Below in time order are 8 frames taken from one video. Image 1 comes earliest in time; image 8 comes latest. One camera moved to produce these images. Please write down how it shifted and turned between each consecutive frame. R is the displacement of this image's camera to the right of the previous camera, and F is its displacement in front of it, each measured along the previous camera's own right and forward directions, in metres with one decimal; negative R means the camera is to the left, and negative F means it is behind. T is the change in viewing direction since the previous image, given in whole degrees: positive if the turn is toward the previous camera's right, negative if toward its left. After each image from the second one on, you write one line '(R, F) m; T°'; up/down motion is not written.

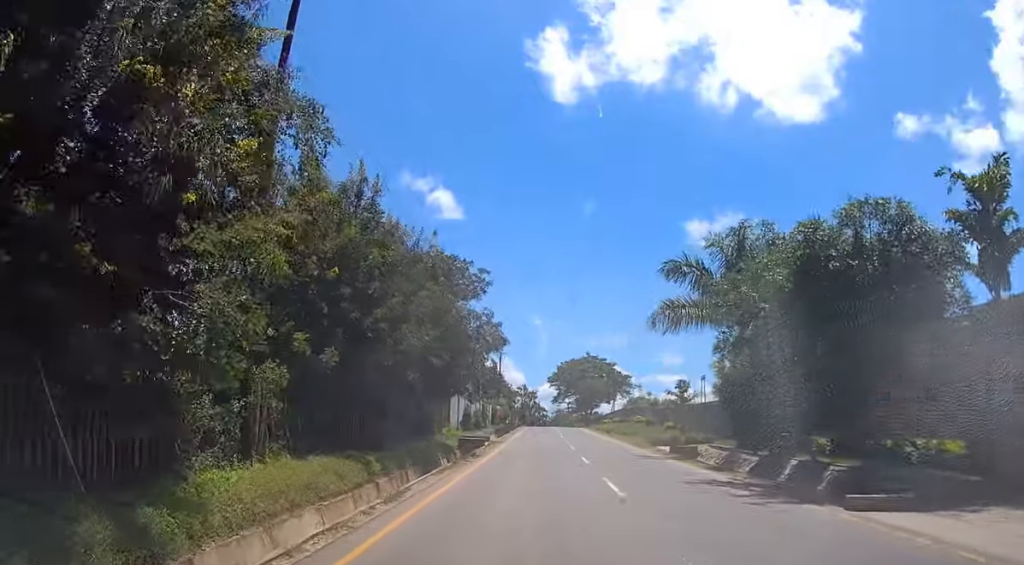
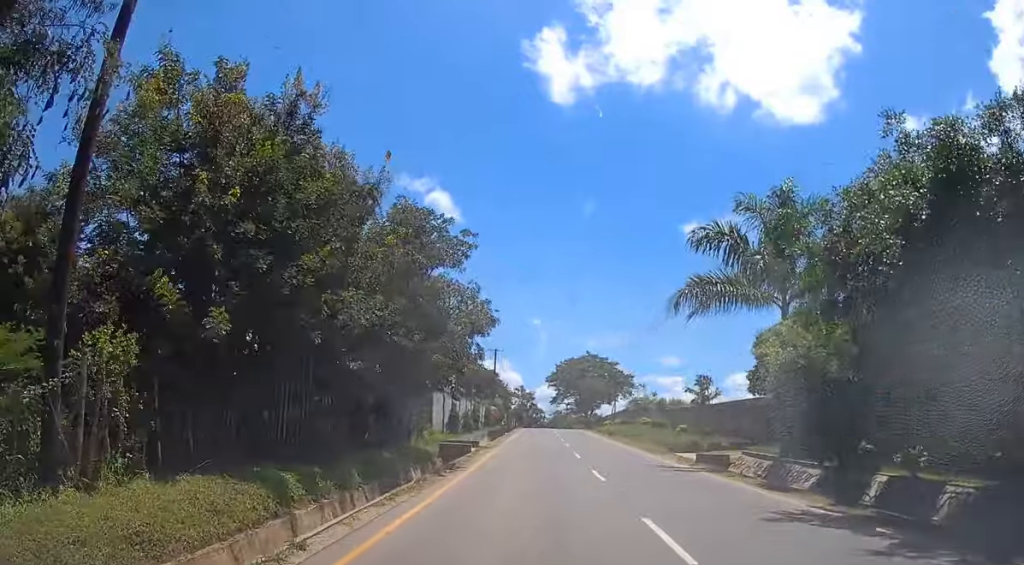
(0.0, +5.7) m; 0°
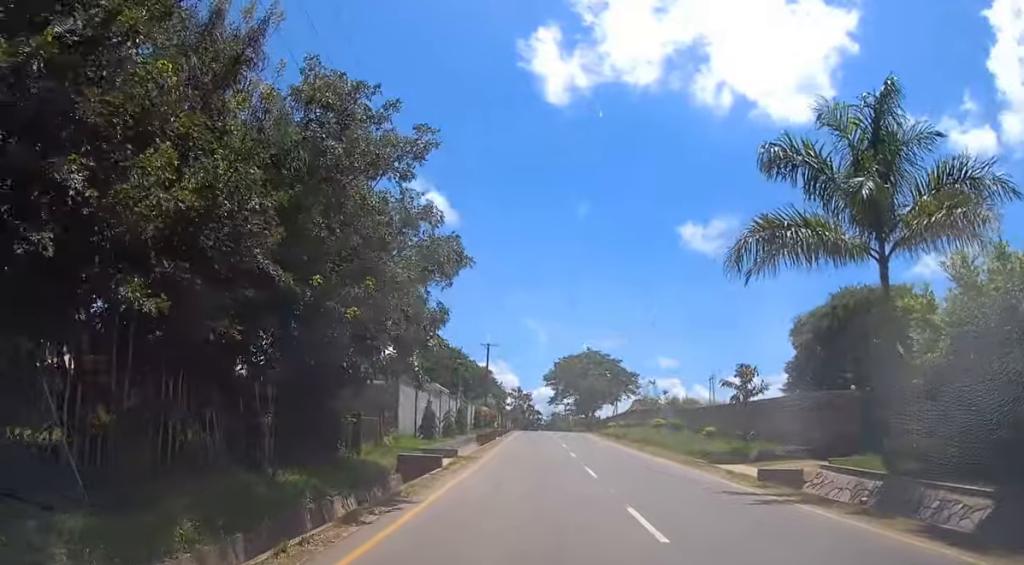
(0.0, +7.7) m; 0°
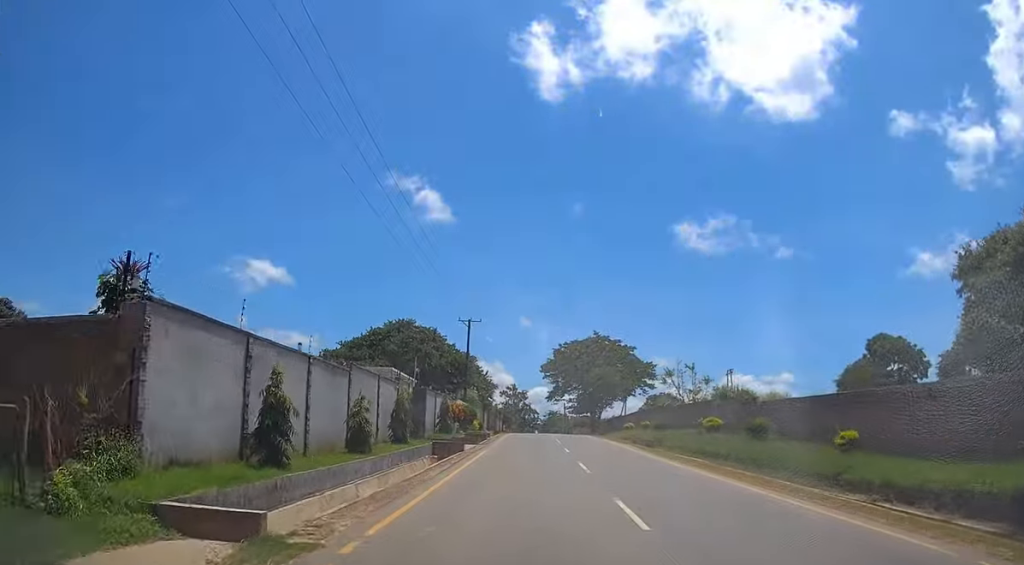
(0.0, +17.4) m; 0°
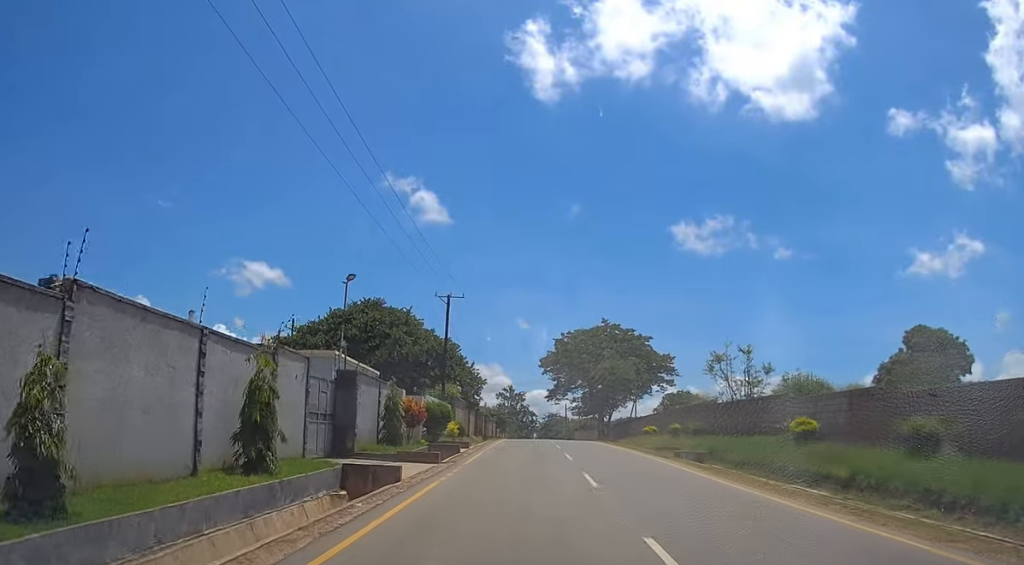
(0.0, +12.7) m; 0°
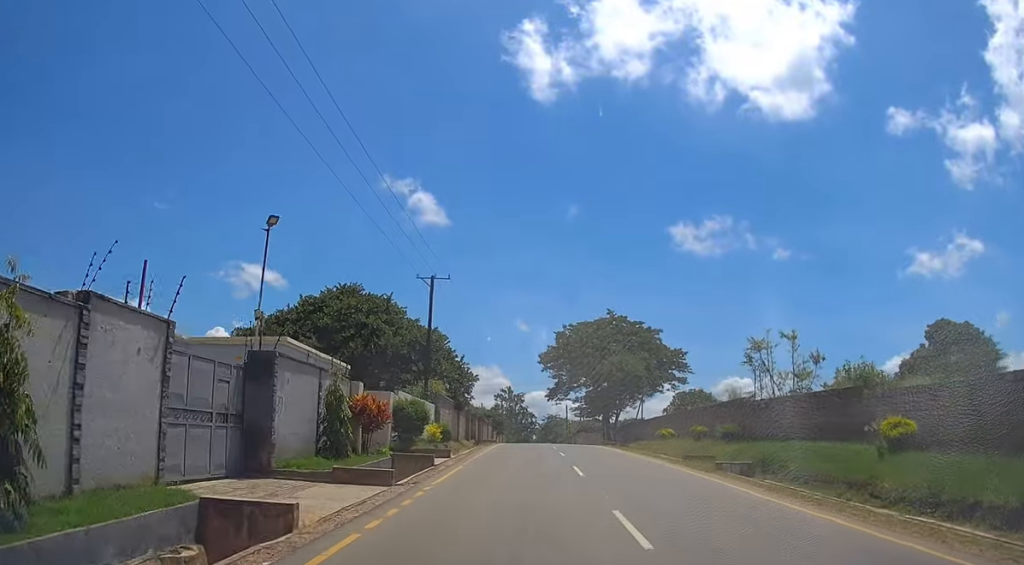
(0.0, +6.6) m; 0°
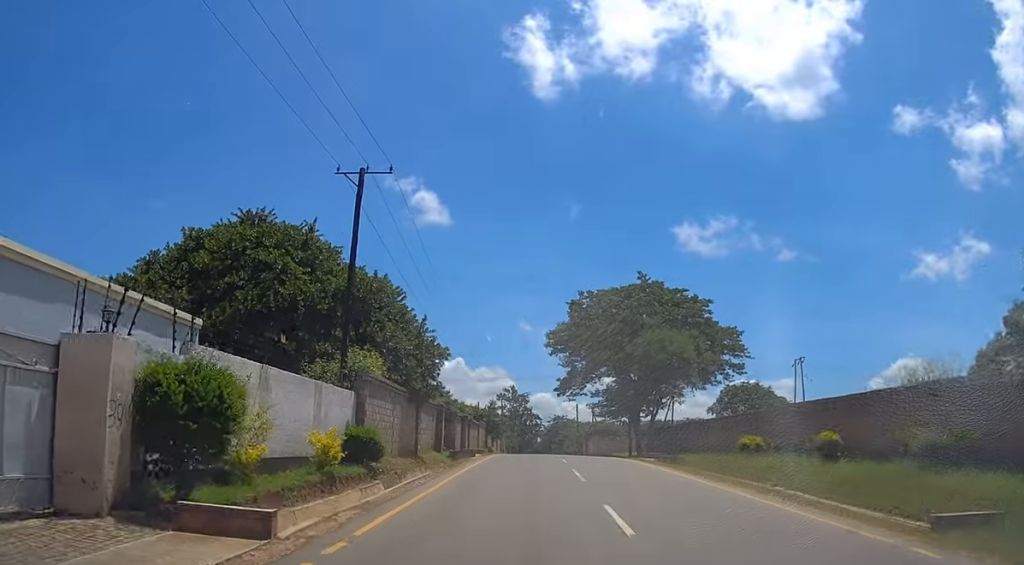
(-0.1, +17.2) m; 0°
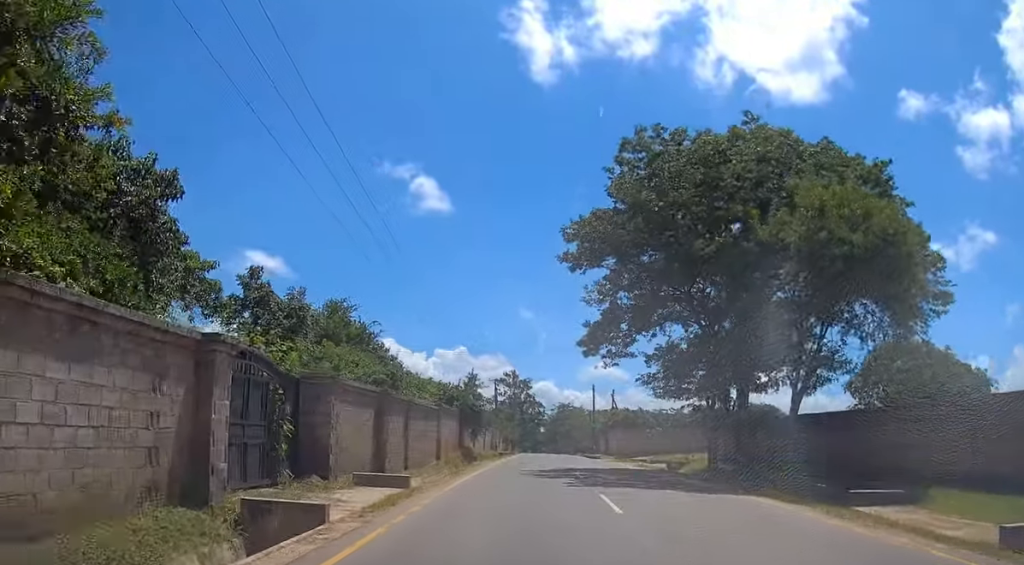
(0.0, +24.9) m; 0°
